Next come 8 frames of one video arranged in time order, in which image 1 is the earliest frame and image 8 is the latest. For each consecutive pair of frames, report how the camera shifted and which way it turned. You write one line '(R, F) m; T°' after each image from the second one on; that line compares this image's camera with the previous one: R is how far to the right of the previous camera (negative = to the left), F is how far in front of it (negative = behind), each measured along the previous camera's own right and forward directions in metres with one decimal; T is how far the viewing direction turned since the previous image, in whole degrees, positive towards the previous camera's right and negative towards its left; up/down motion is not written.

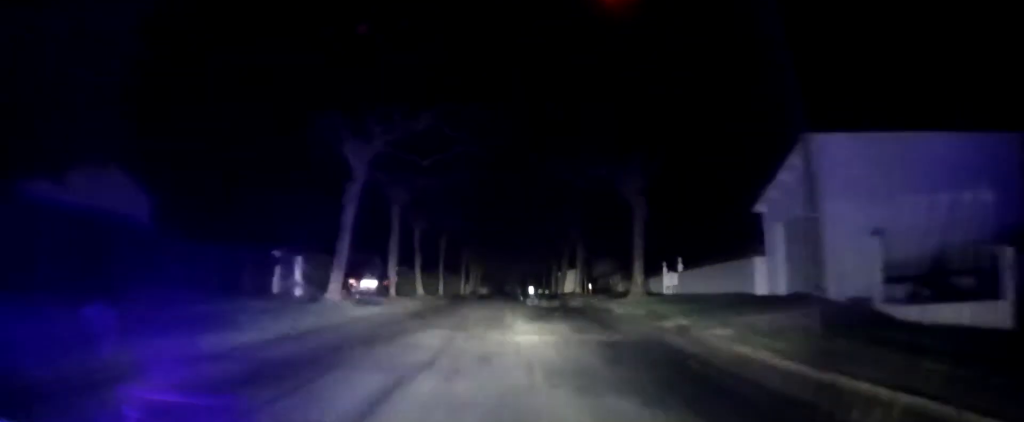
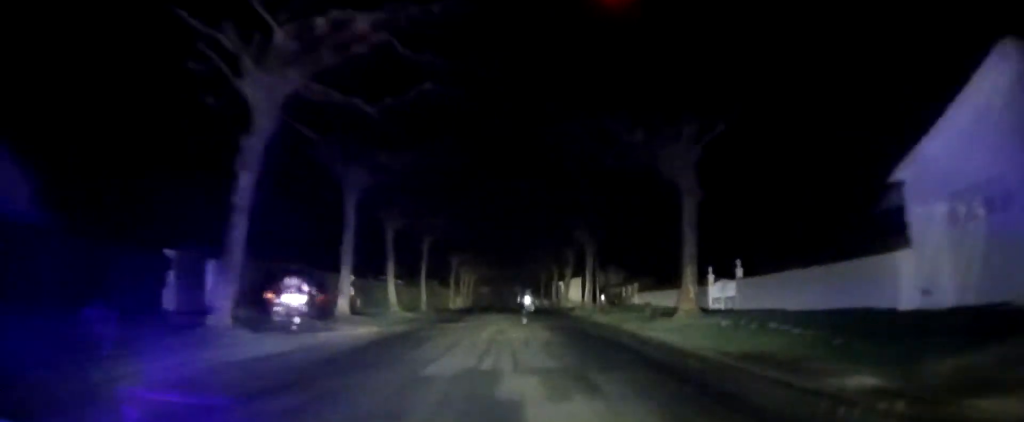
(0.0, +8.5) m; 0°
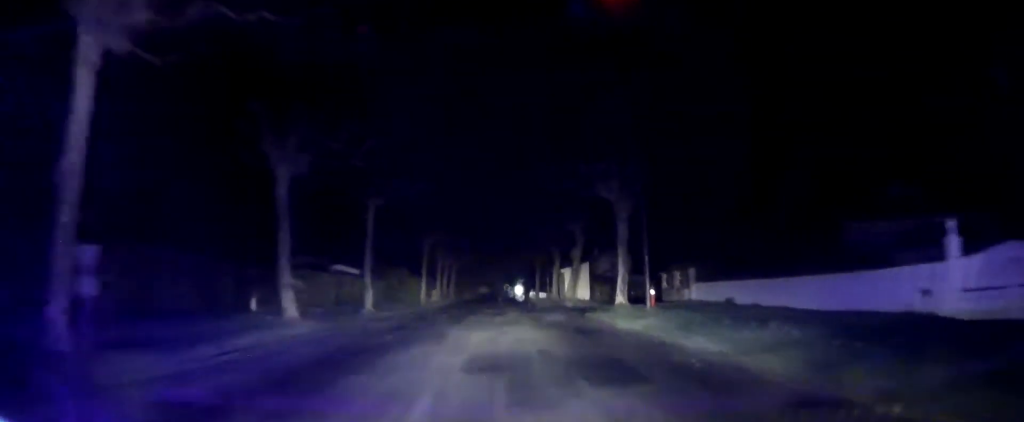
(+0.1, +15.7) m; +1°
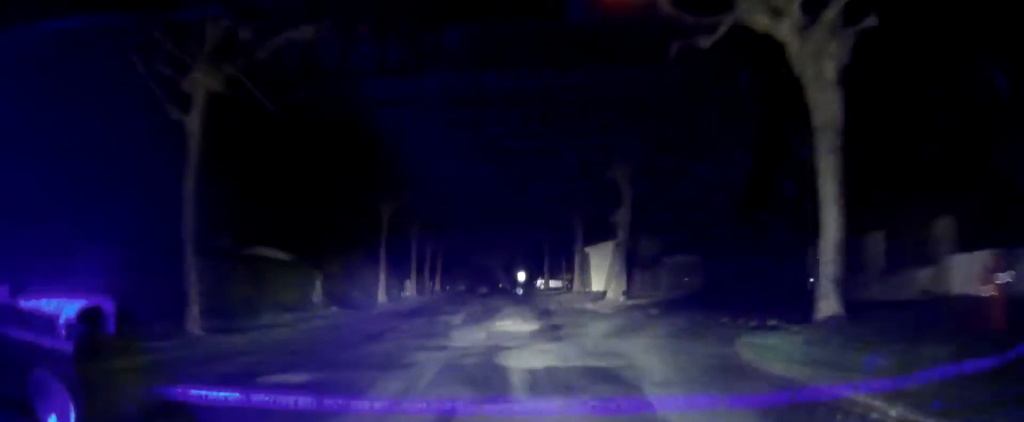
(+0.3, +18.0) m; 0°
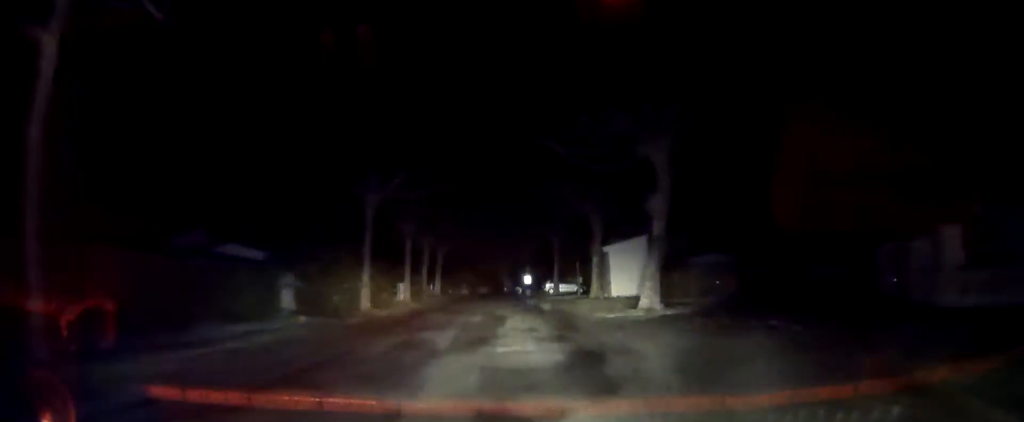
(0.0, +5.5) m; -1°
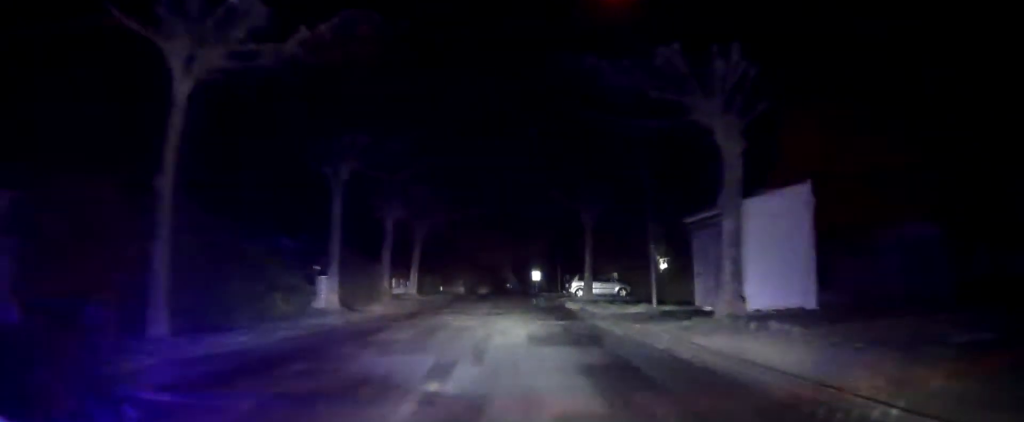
(-0.3, +20.0) m; 0°
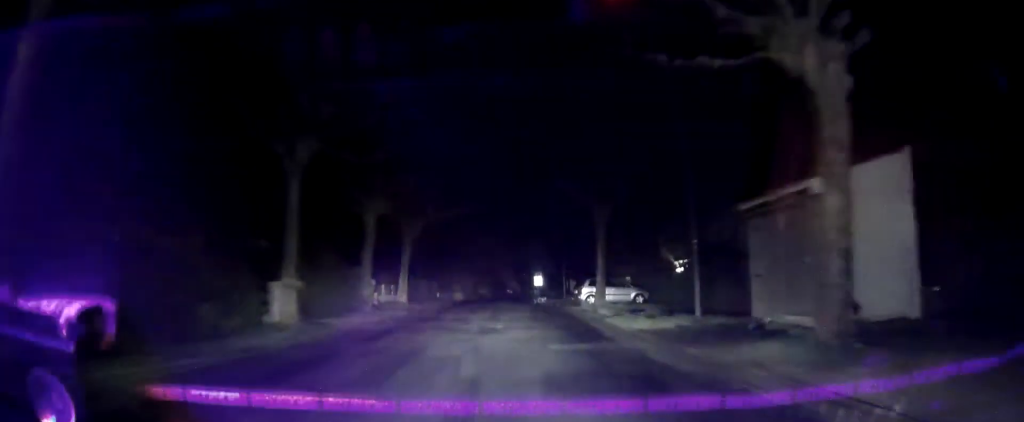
(-0.1, +5.2) m; 0°
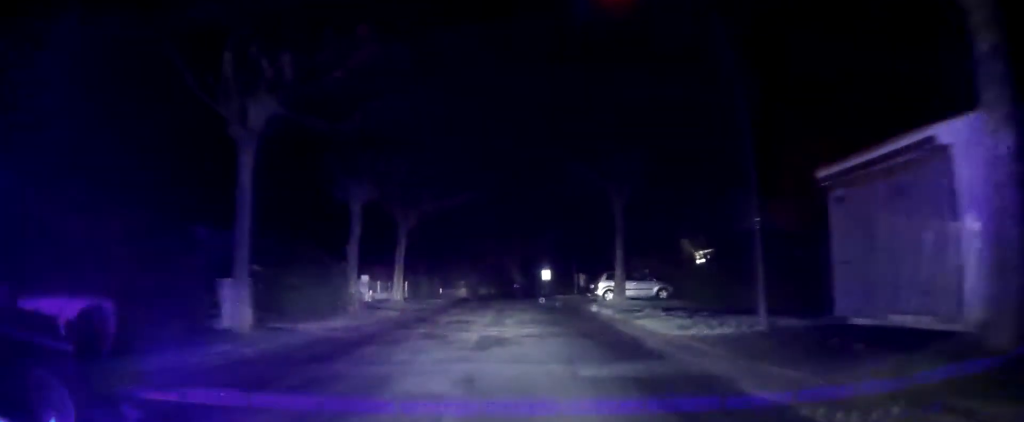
(0.0, +4.2) m; 0°
